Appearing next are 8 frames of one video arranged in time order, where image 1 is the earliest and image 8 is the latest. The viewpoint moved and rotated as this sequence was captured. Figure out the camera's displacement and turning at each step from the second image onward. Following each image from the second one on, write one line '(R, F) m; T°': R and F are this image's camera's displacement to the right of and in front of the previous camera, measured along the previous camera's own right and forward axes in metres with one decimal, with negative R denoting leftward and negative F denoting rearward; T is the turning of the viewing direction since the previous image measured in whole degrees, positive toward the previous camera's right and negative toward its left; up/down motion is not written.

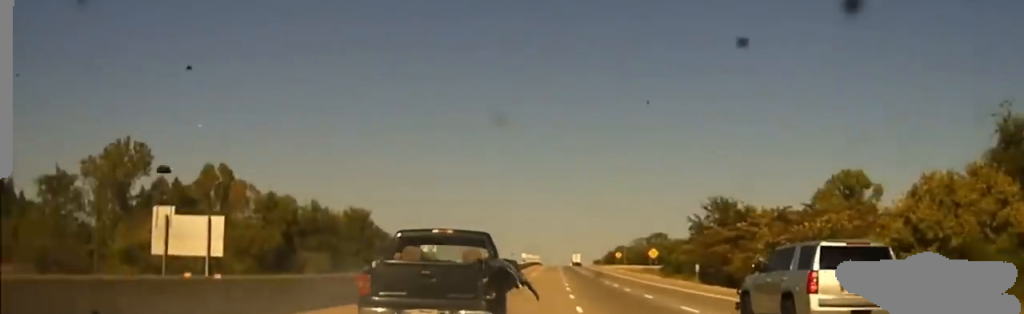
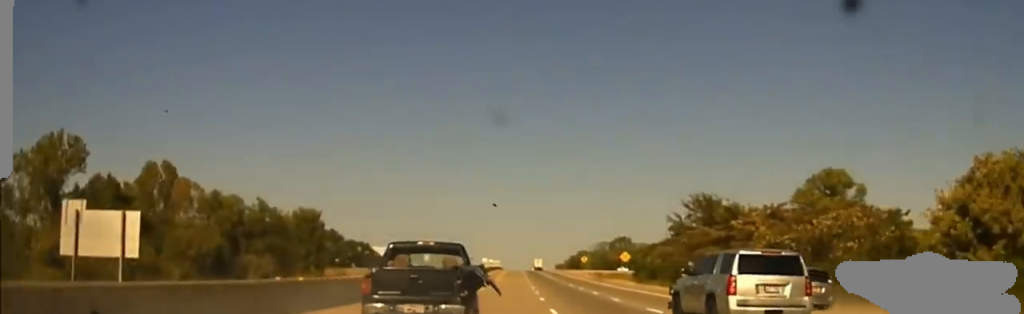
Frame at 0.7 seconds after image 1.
(+0.2, +9.7) m; +2°
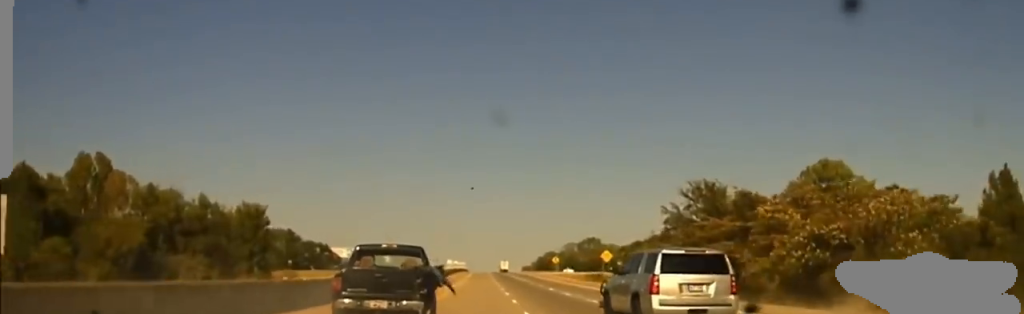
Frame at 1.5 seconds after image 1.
(+0.5, +16.2) m; +3°
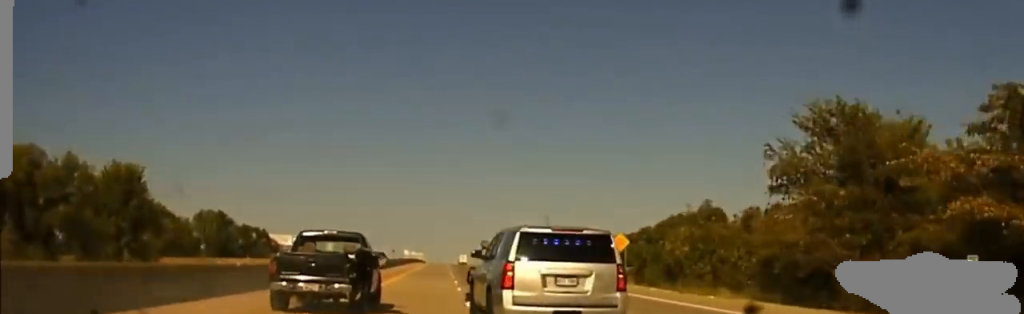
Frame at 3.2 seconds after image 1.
(+0.9, +43.6) m; +2°
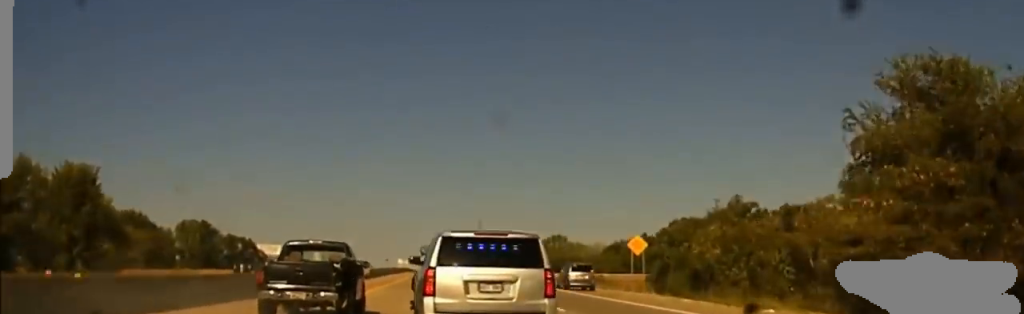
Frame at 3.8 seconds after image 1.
(+0.1, +14.3) m; 0°
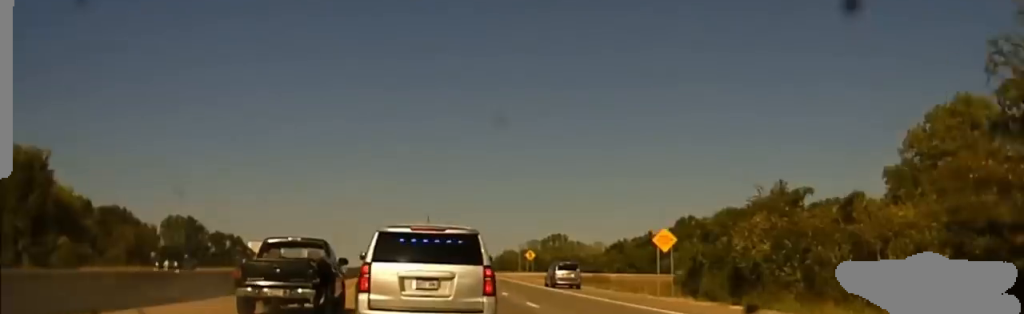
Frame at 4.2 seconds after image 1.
(0.0, +12.1) m; 0°
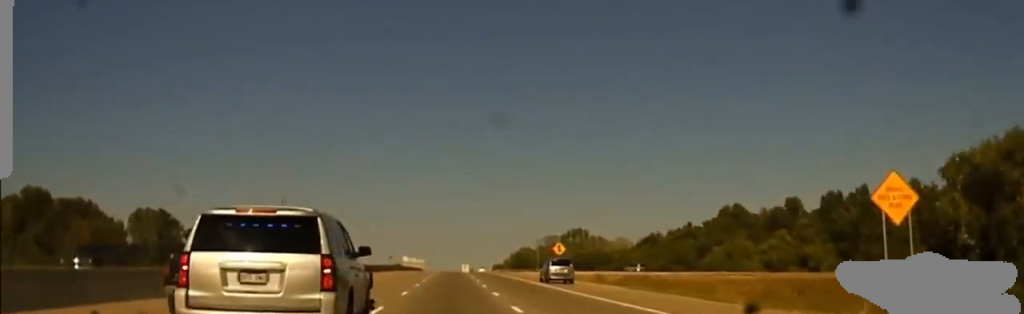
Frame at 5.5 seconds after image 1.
(+0.1, +28.6) m; 0°
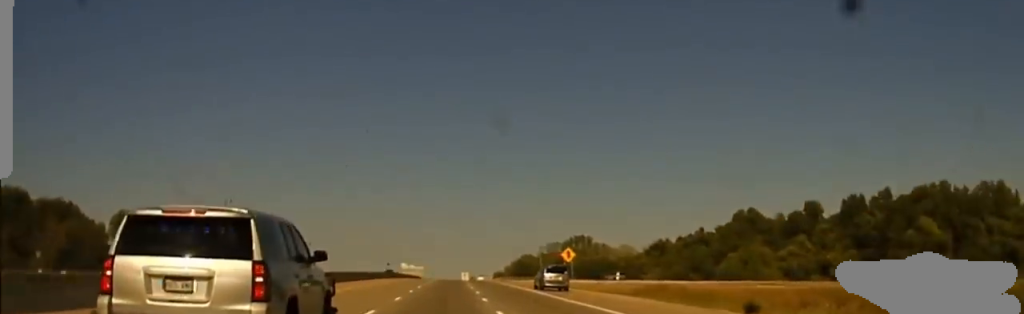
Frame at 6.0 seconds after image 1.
(0.0, +8.1) m; 0°
